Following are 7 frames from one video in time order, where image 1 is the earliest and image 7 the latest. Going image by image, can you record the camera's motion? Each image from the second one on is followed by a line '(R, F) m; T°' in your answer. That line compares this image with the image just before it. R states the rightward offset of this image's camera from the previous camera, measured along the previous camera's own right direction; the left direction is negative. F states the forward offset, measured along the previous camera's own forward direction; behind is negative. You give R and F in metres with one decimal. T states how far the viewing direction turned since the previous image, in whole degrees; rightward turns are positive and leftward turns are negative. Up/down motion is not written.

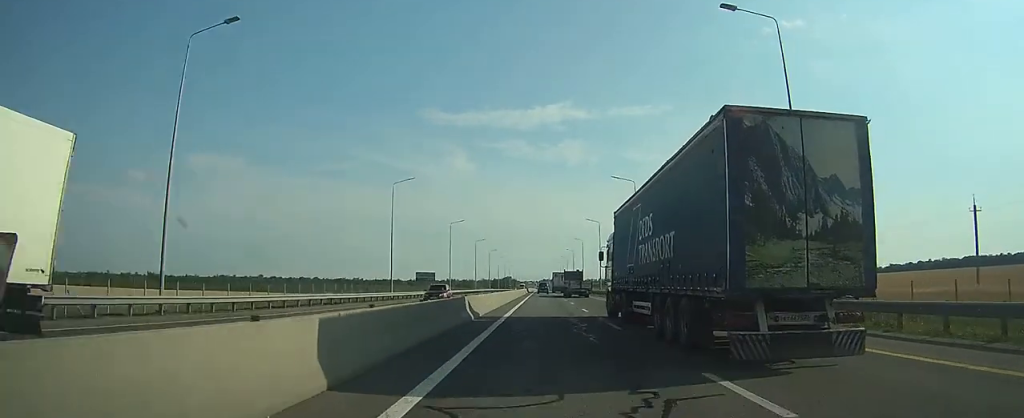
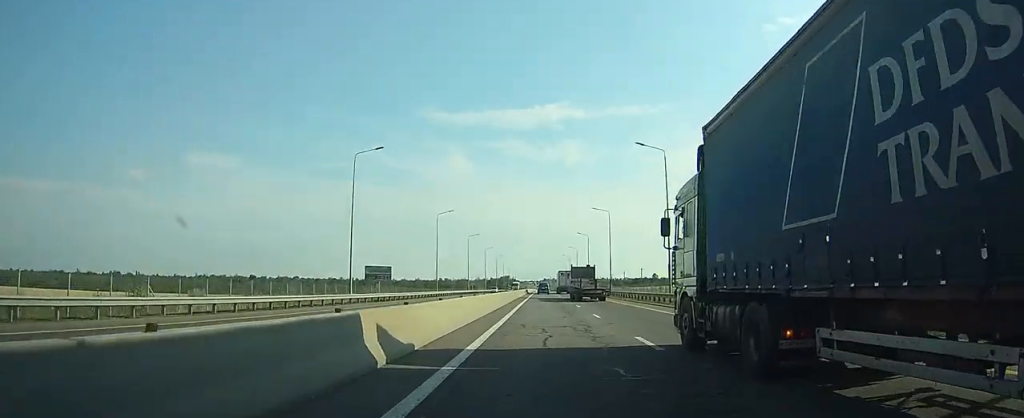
(+0.2, +54.0) m; 0°
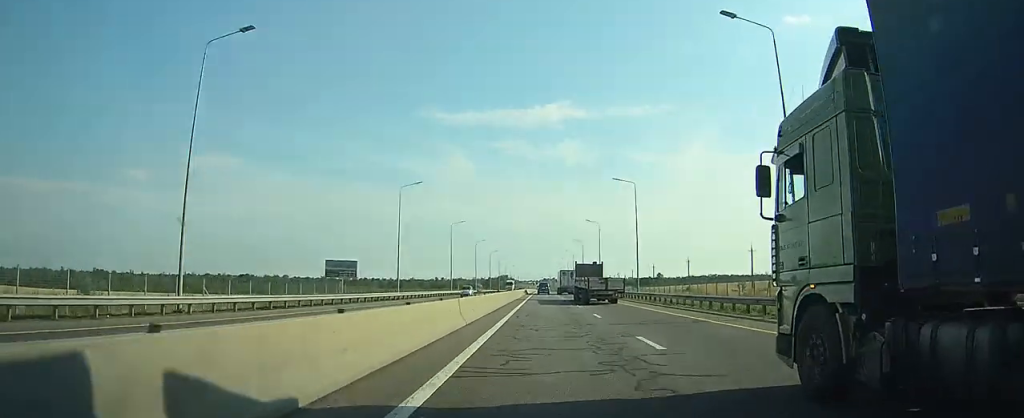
(+0.1, +24.0) m; 0°
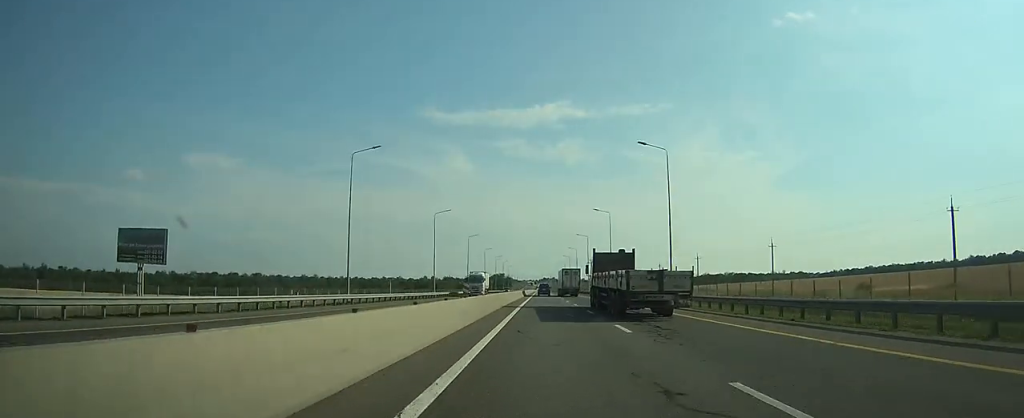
(-0.2, +55.3) m; 0°
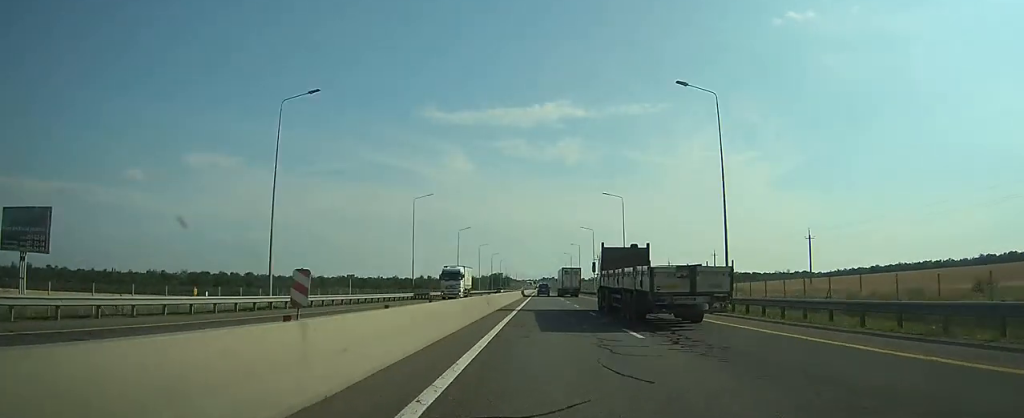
(0.0, +14.2) m; 0°
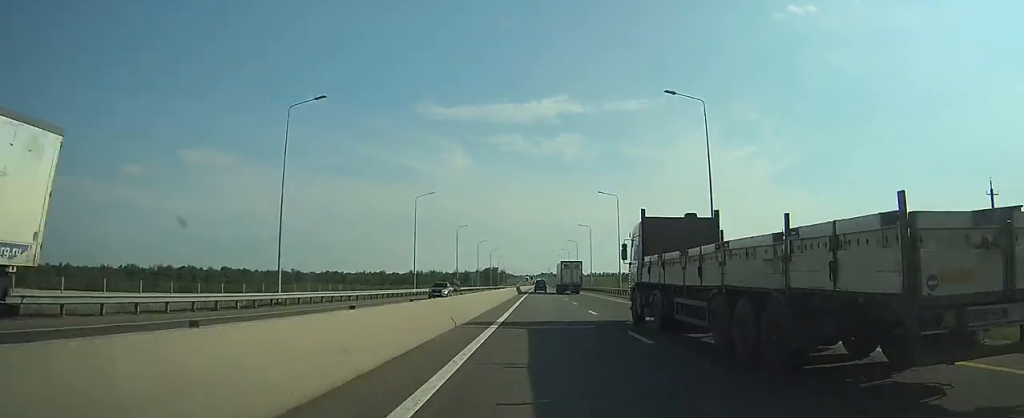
(0.0, +37.6) m; 0°
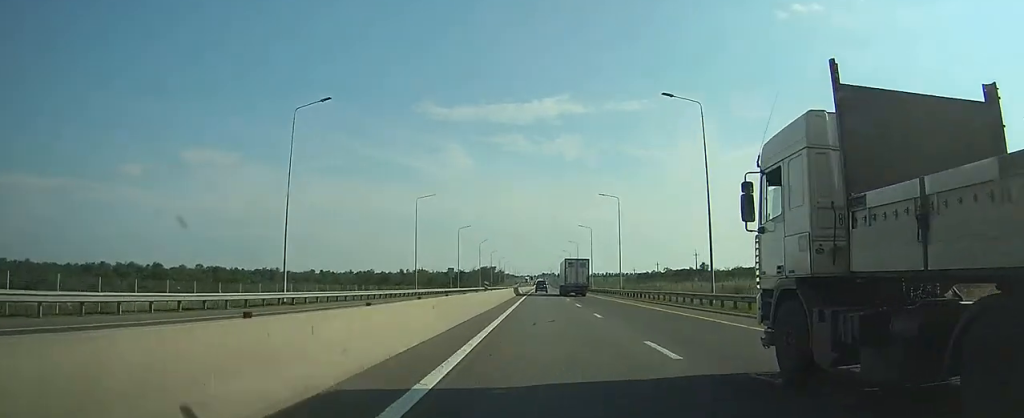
(+0.1, +39.6) m; 0°
